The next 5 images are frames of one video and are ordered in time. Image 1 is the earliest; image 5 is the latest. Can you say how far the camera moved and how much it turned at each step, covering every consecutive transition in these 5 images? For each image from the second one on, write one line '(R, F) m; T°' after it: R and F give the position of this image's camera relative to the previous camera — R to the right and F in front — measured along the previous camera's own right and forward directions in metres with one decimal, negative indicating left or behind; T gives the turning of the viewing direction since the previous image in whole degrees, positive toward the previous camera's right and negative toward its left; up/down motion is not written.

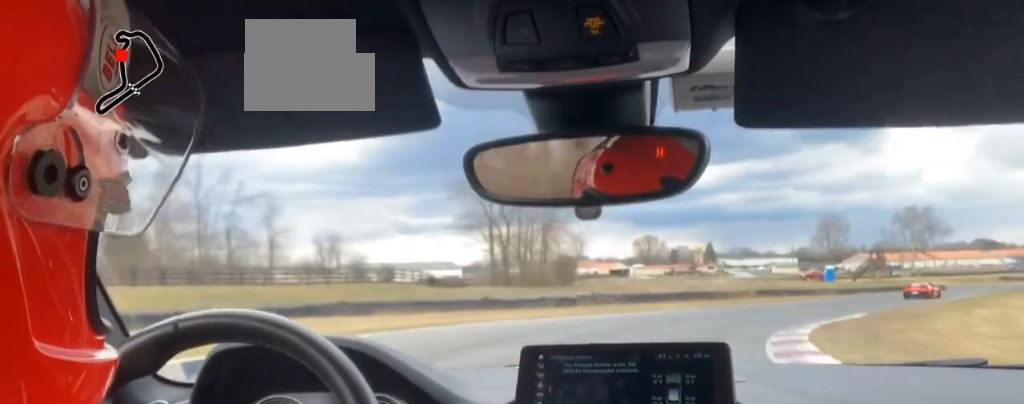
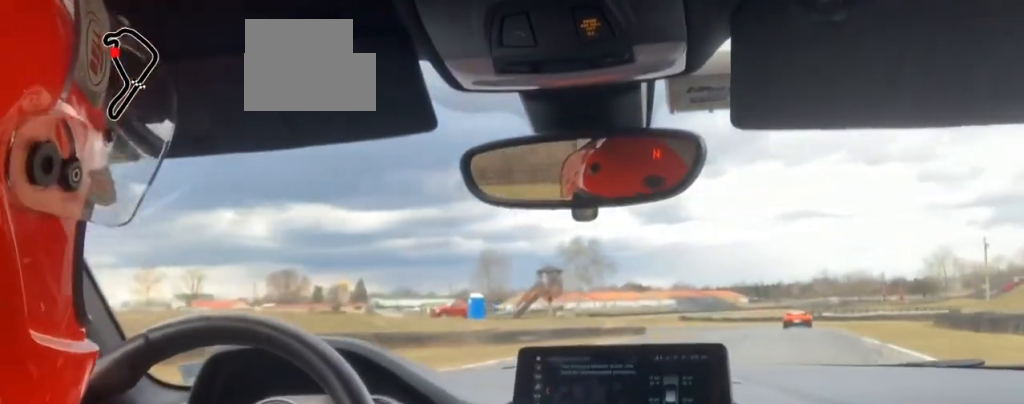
(+14.5, +61.9) m; +13°
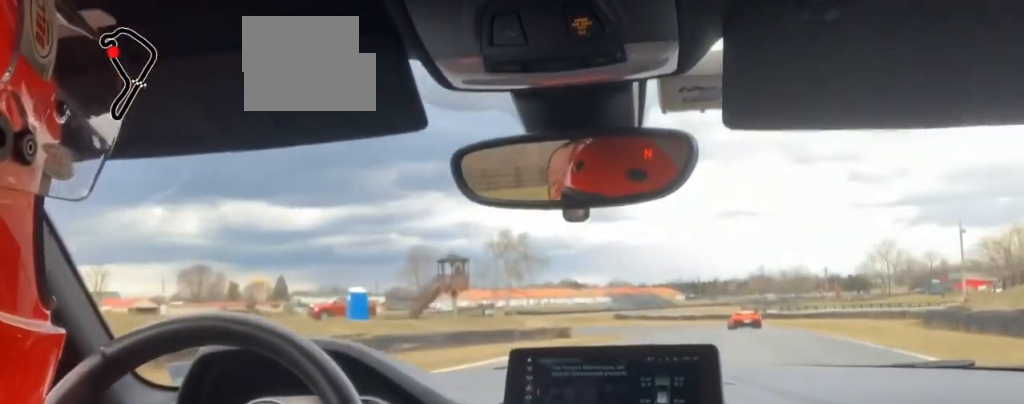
(0.0, +14.7) m; 0°
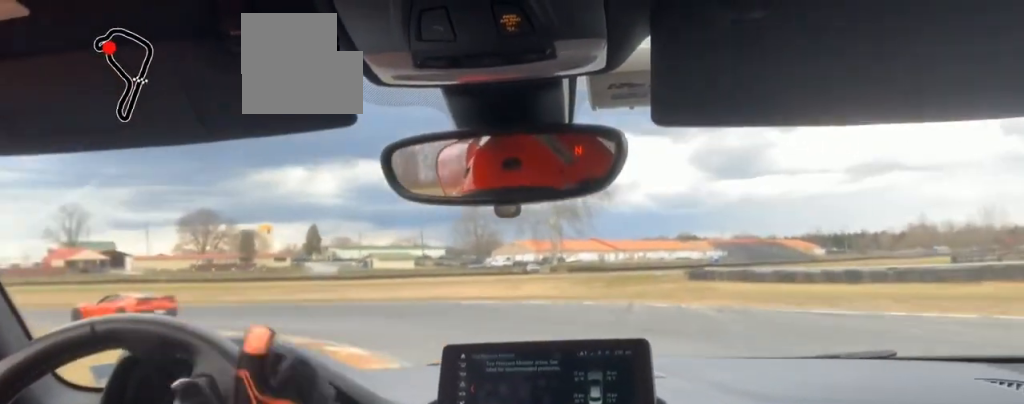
(-1.8, +73.6) m; -21°
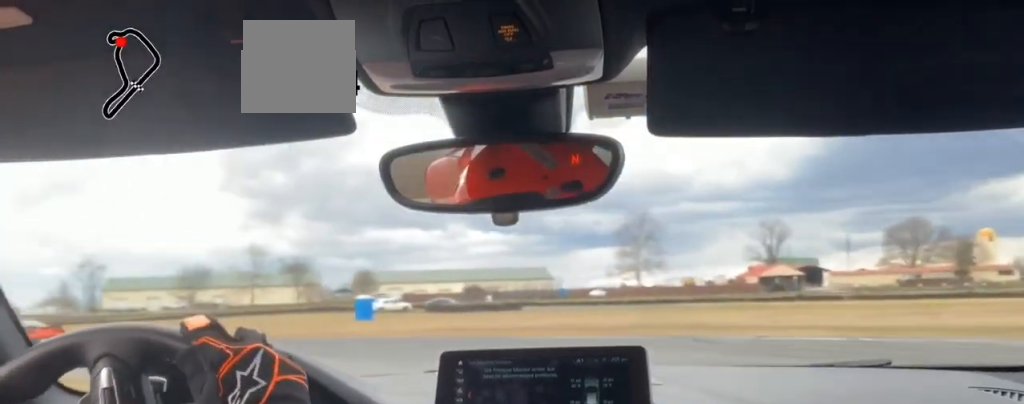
(-4.3, +28.8) m; -12°
